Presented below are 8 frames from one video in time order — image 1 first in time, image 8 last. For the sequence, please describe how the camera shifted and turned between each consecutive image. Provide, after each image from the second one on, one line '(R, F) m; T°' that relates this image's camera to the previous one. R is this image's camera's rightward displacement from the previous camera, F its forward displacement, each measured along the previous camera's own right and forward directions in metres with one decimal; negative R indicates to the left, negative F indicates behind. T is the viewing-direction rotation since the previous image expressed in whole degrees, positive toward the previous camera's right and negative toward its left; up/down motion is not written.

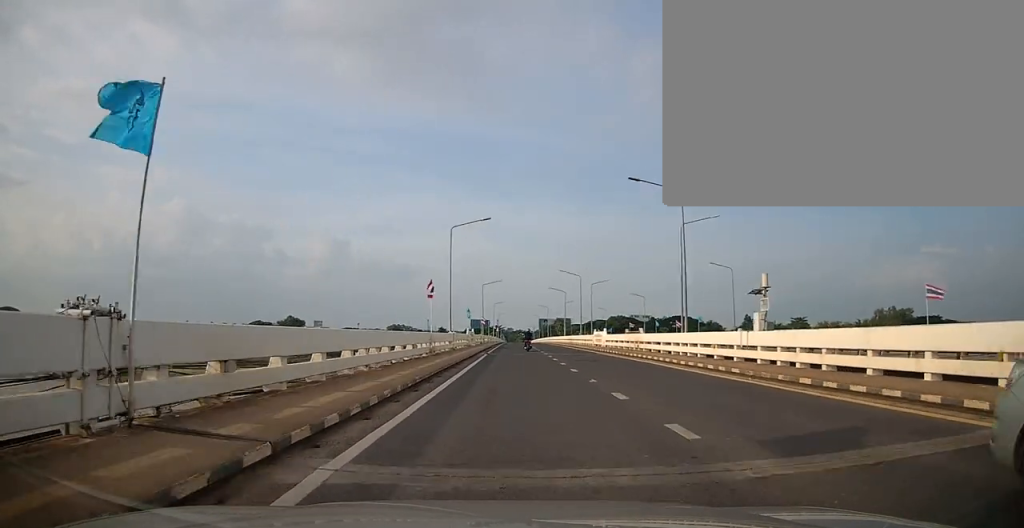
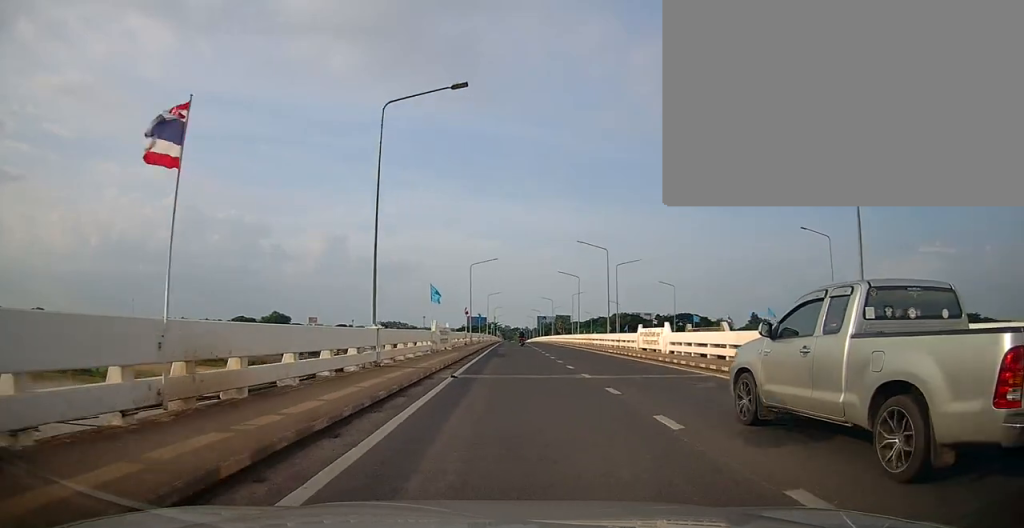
(-0.5, +19.9) m; +2°
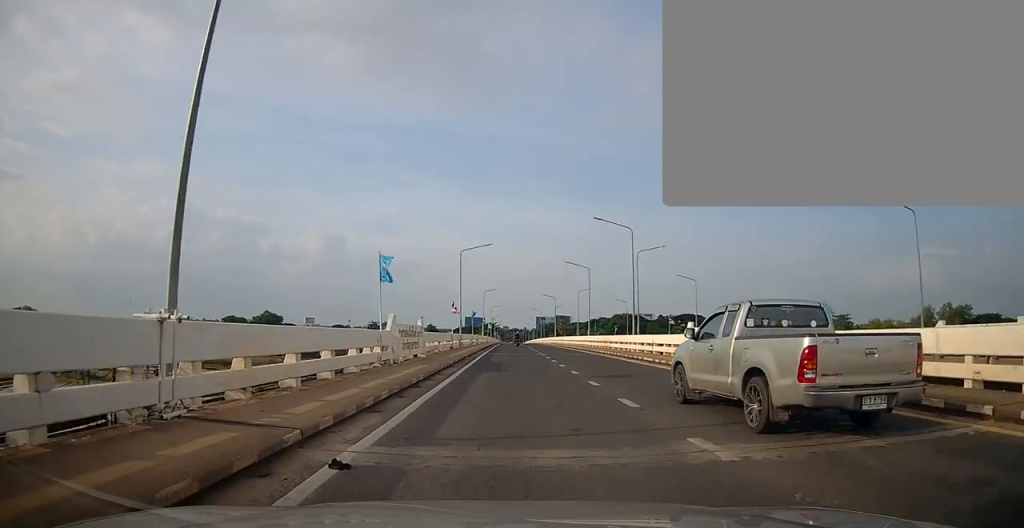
(+0.5, +10.0) m; 0°
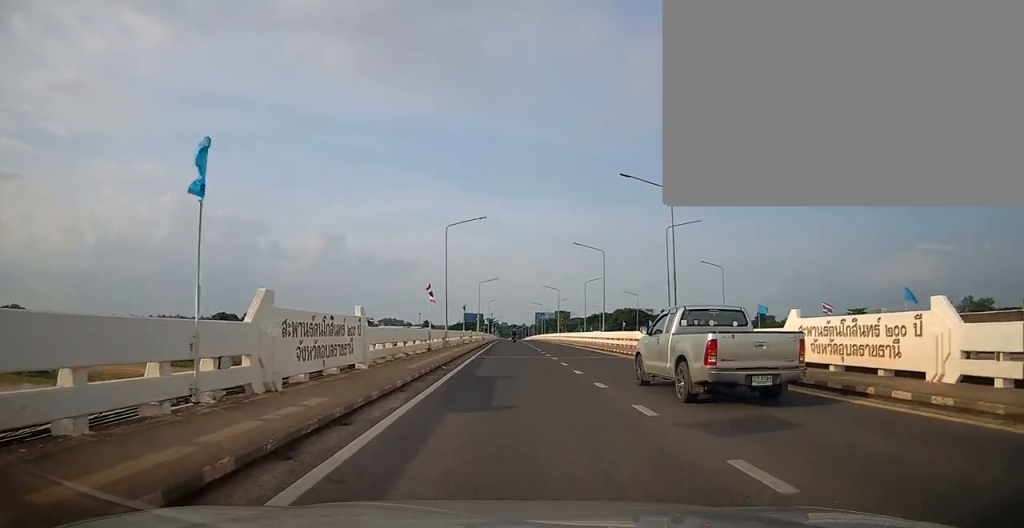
(+0.1, +9.6) m; 0°
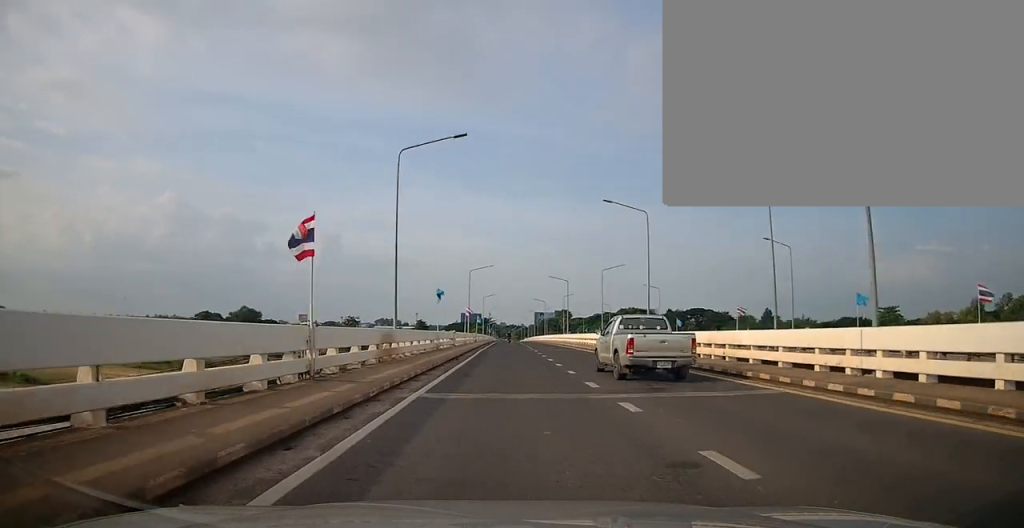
(-0.3, +15.8) m; 0°
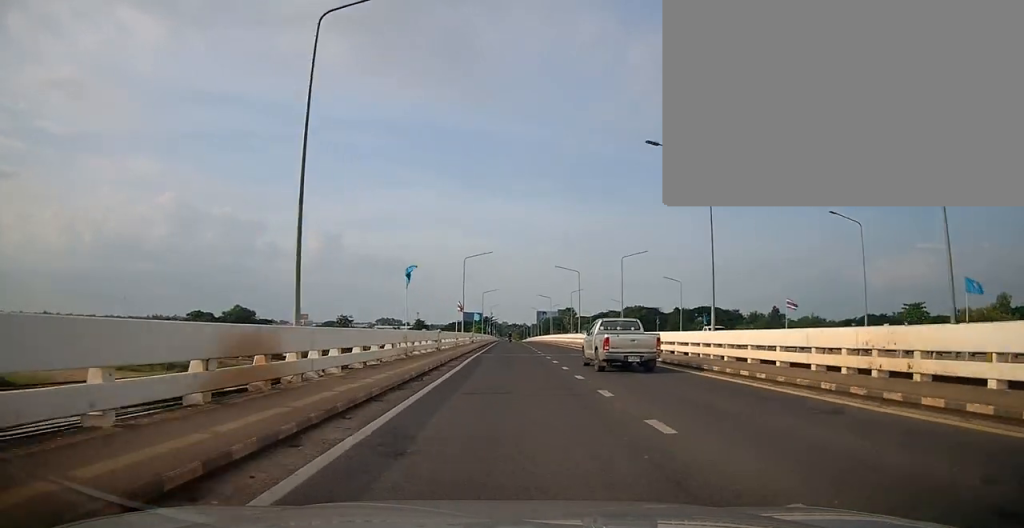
(+0.6, +9.9) m; 0°
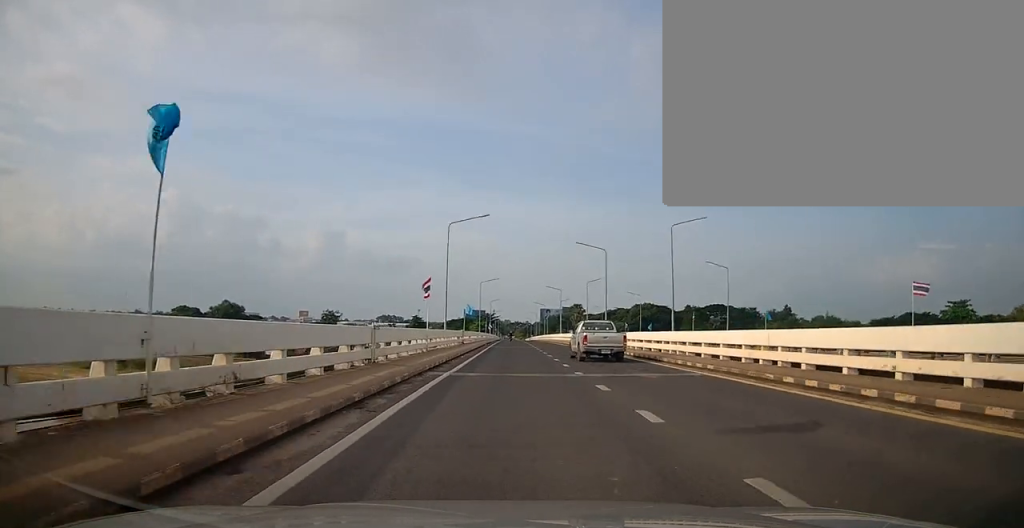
(-0.9, +15.5) m; 0°
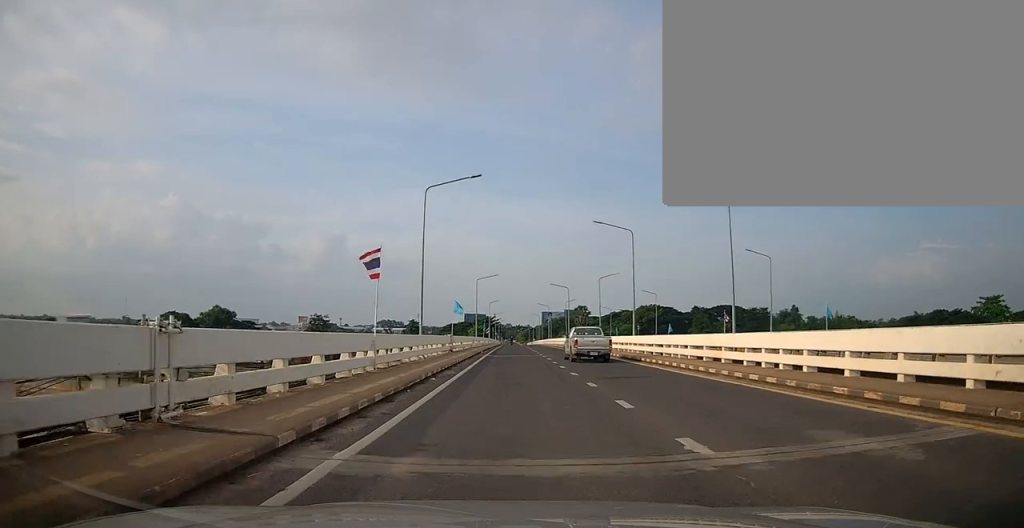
(+0.6, +10.0) m; 0°
